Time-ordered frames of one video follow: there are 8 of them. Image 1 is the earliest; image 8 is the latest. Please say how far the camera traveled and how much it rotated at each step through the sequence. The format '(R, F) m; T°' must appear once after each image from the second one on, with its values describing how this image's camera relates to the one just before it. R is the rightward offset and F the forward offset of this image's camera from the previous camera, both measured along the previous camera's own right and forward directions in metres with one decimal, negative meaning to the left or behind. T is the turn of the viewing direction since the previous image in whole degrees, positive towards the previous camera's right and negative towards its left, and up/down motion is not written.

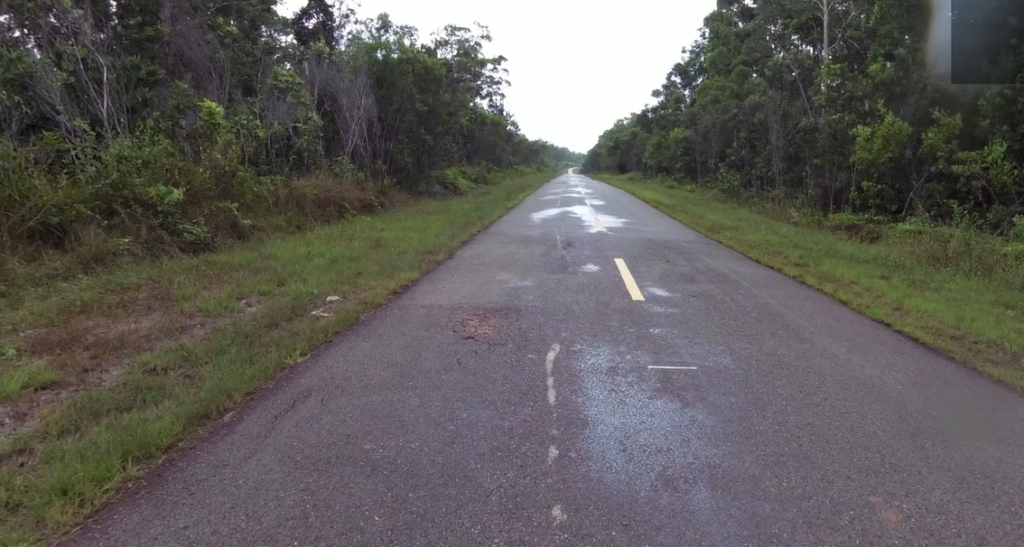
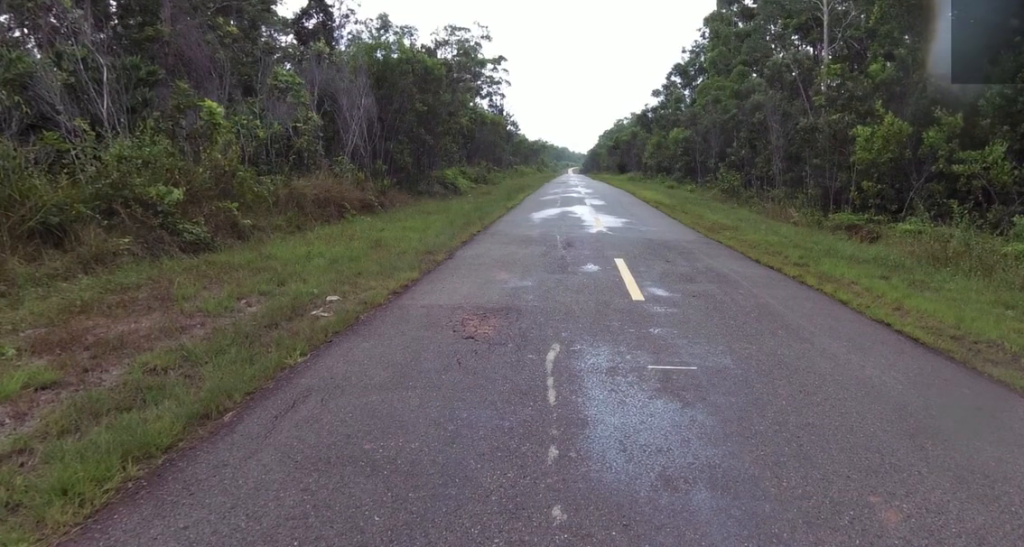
(0.0, 0.0) m; 0°
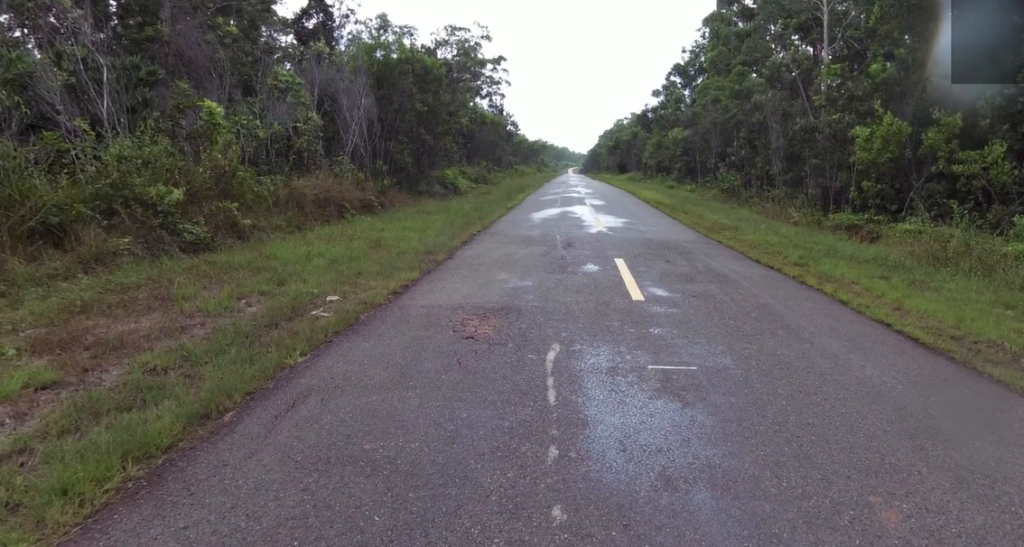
(0.0, 0.0) m; 0°
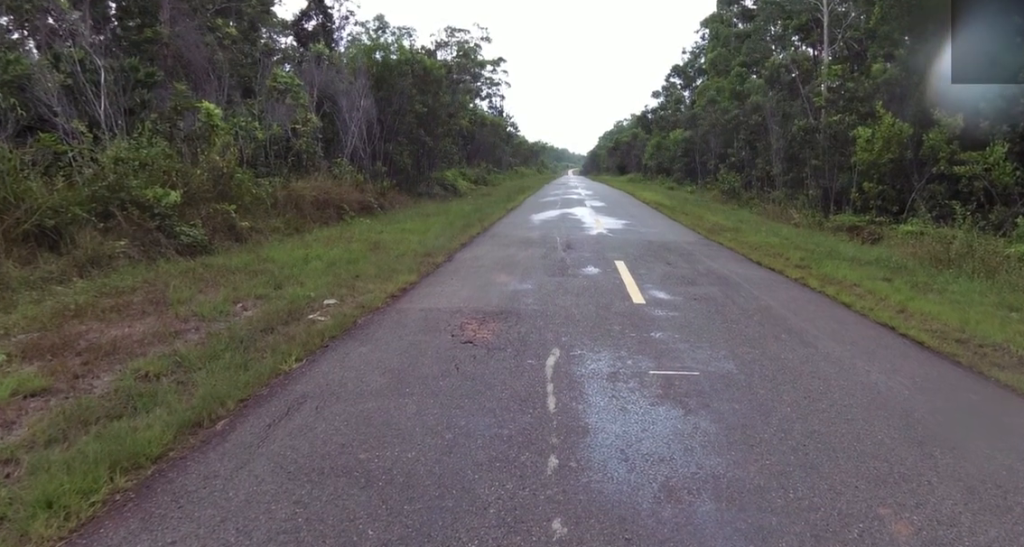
(0.0, 0.0) m; 0°
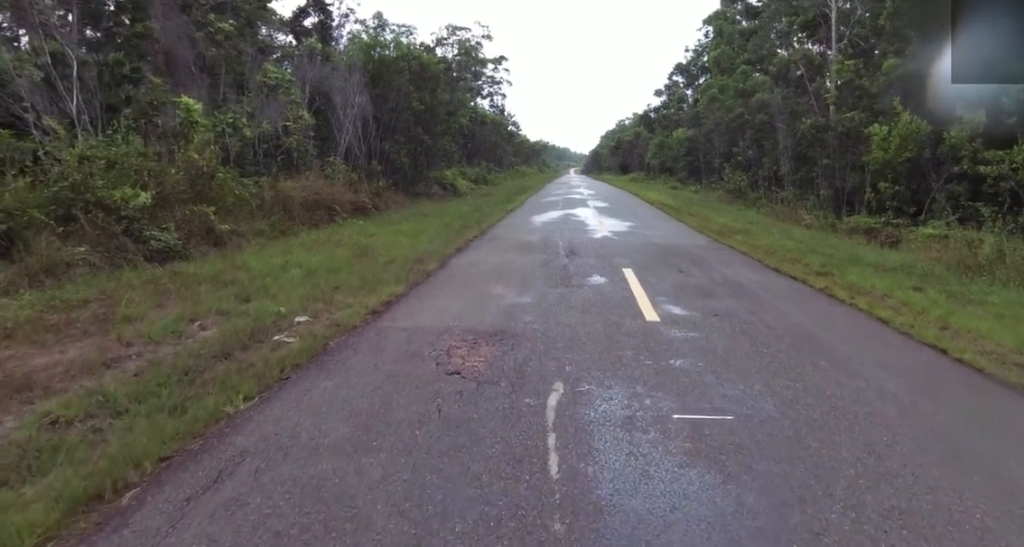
(0.0, +0.5) m; 0°
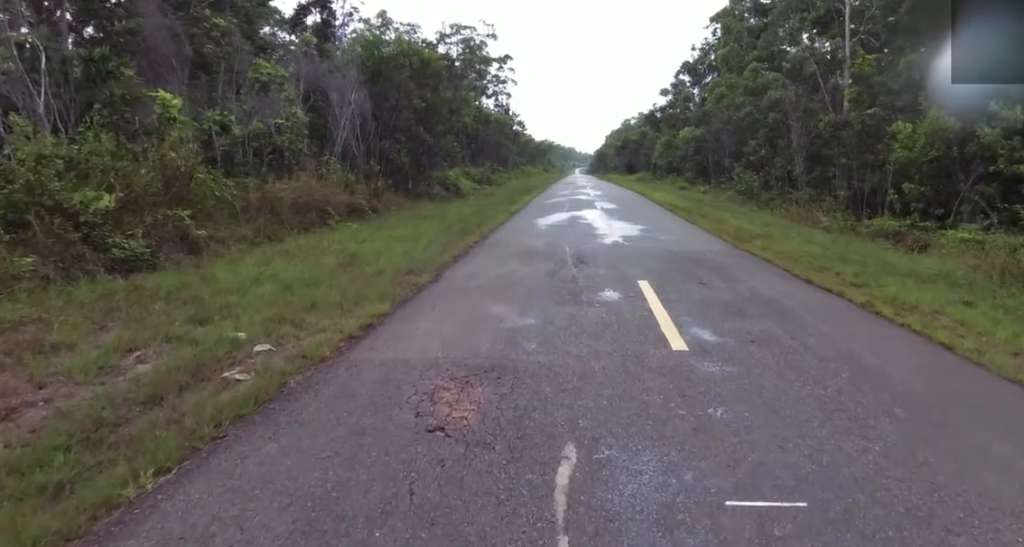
(0.0, +1.1) m; 0°
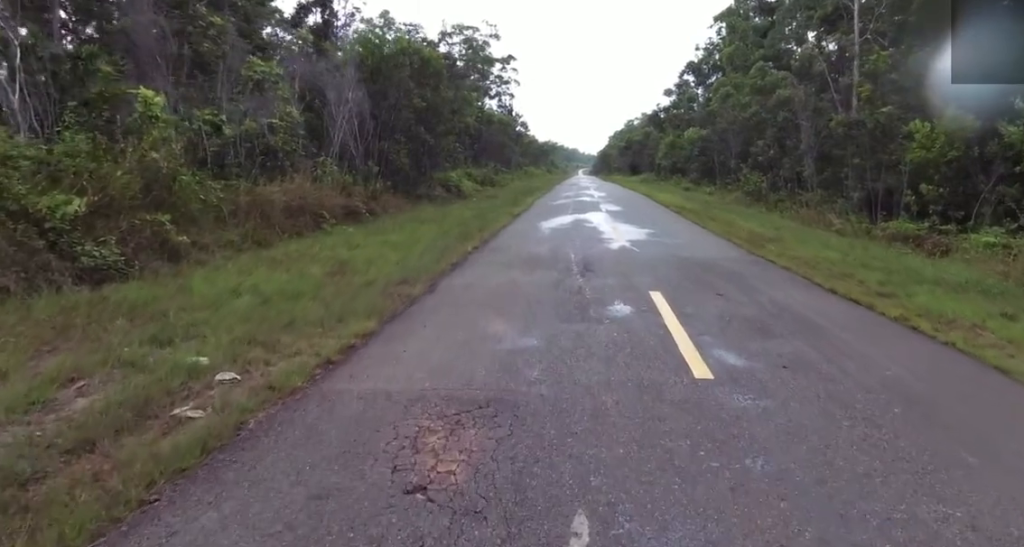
(0.0, +0.8) m; 0°
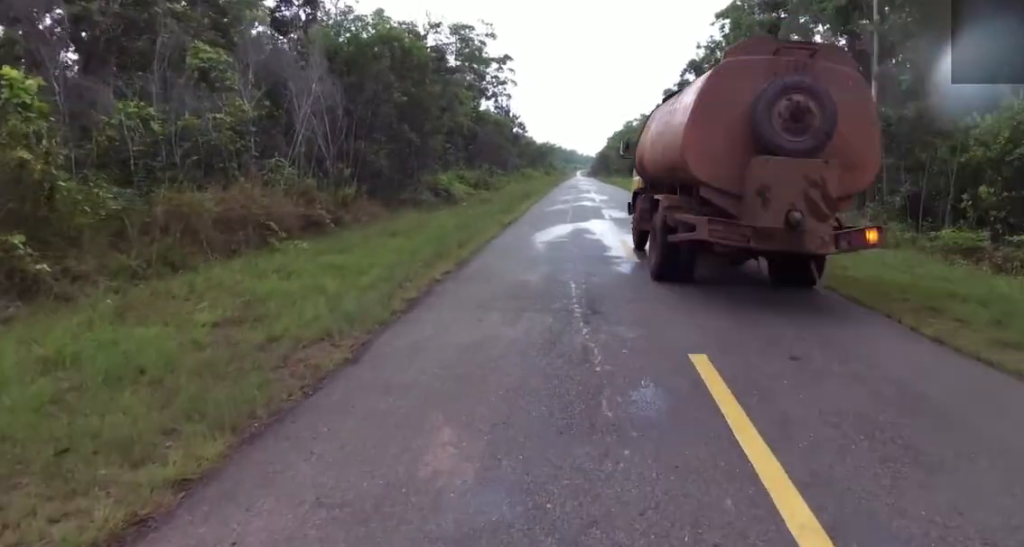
(0.0, +2.9) m; 0°
